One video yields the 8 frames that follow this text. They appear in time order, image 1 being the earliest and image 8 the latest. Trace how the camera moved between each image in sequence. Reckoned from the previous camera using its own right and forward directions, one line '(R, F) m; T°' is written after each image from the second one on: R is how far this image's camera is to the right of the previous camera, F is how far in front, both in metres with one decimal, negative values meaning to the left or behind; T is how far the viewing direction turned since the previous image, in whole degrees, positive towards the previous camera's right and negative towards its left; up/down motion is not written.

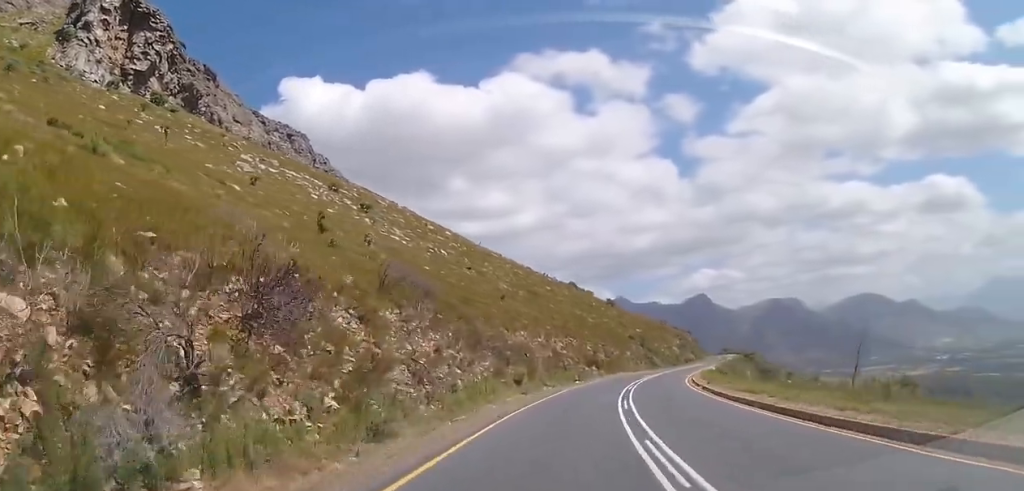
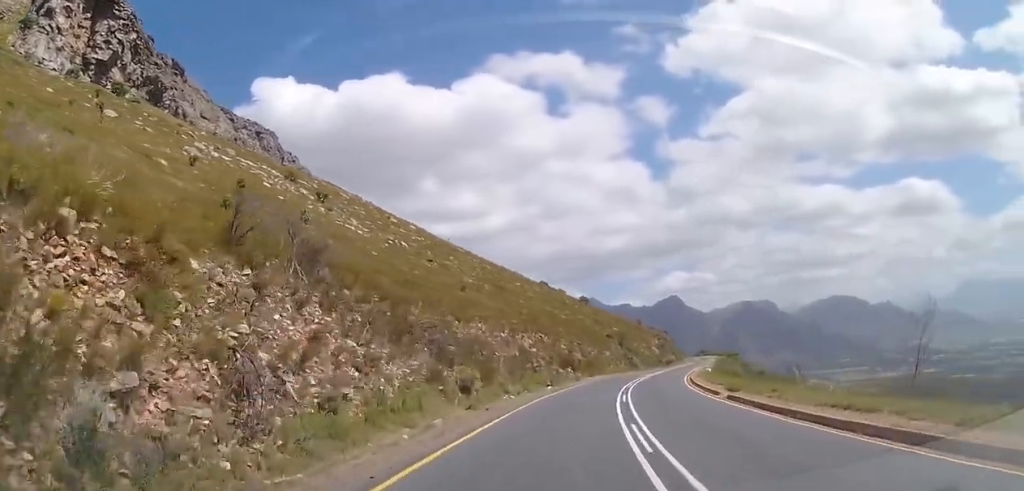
(+0.3, +9.7) m; +2°
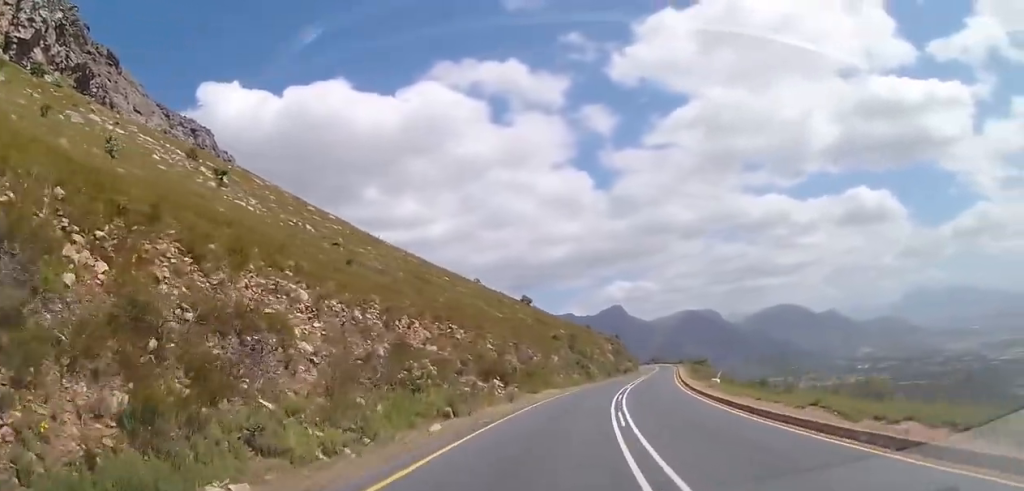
(+0.9, +20.3) m; +5°
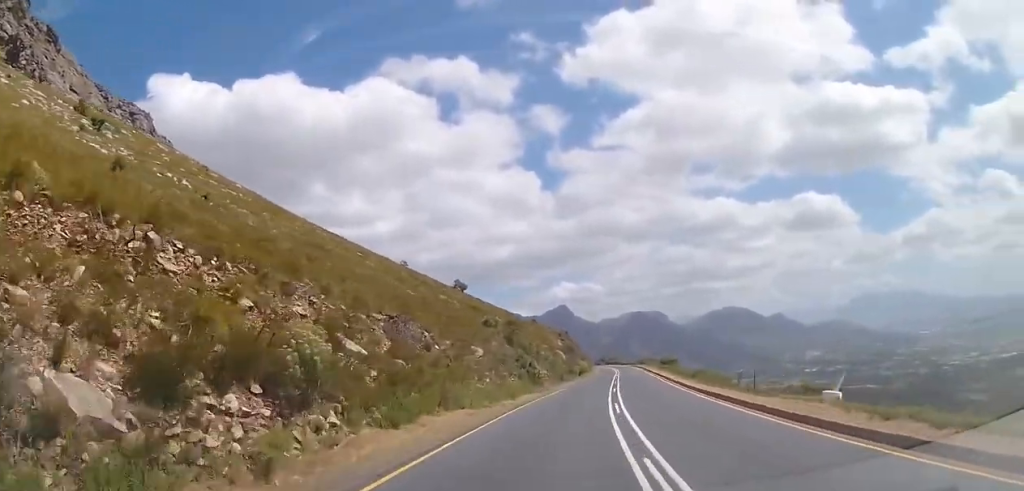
(+0.8, +21.7) m; +4°
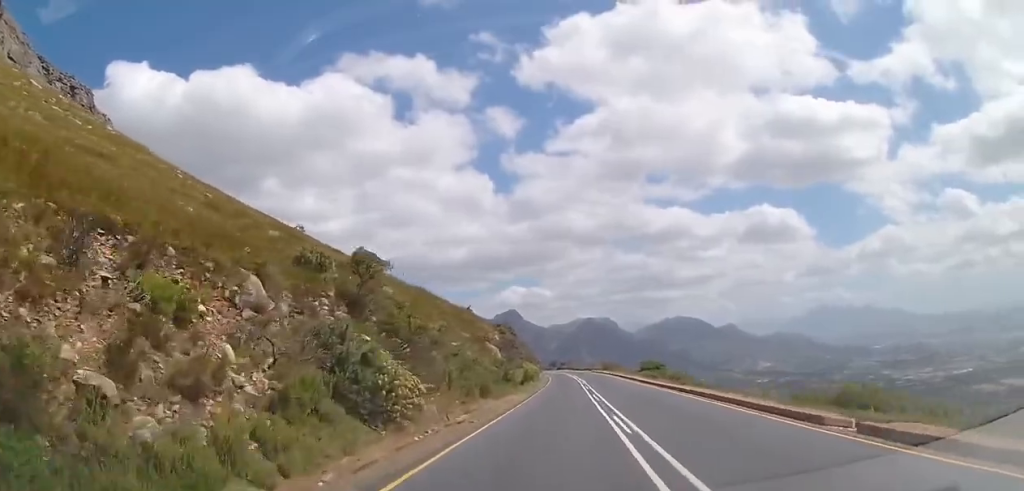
(+1.5, +30.4) m; +6°
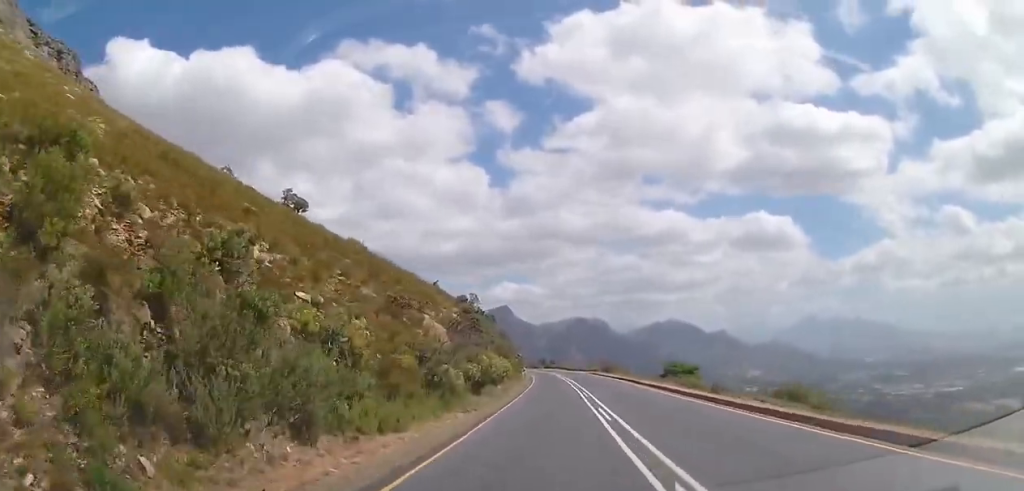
(+1.0, +22.1) m; +2°
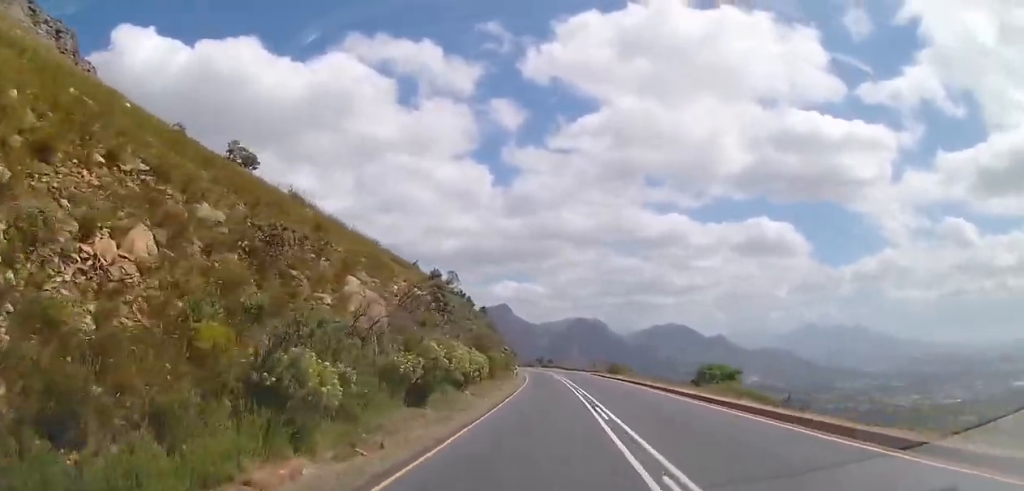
(0.0, +12.3) m; -1°
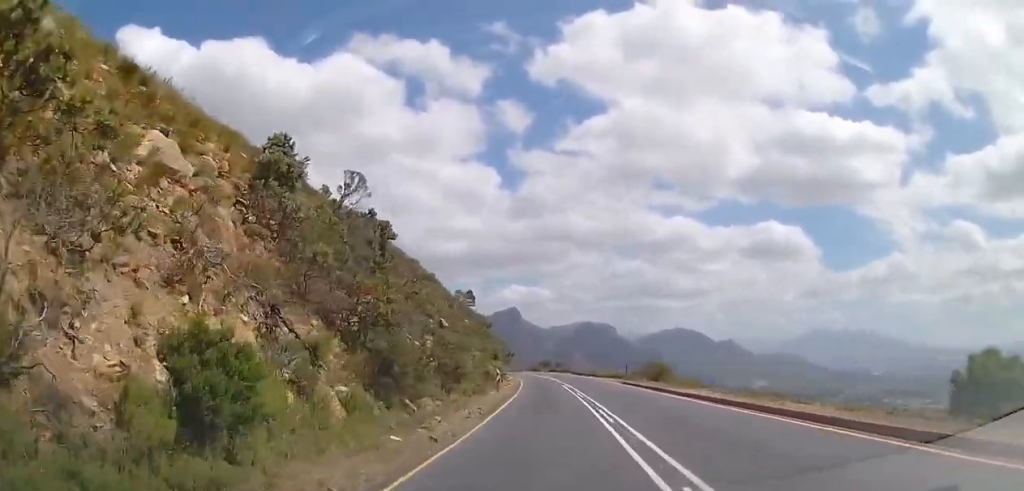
(-0.6, +25.3) m; -2°
